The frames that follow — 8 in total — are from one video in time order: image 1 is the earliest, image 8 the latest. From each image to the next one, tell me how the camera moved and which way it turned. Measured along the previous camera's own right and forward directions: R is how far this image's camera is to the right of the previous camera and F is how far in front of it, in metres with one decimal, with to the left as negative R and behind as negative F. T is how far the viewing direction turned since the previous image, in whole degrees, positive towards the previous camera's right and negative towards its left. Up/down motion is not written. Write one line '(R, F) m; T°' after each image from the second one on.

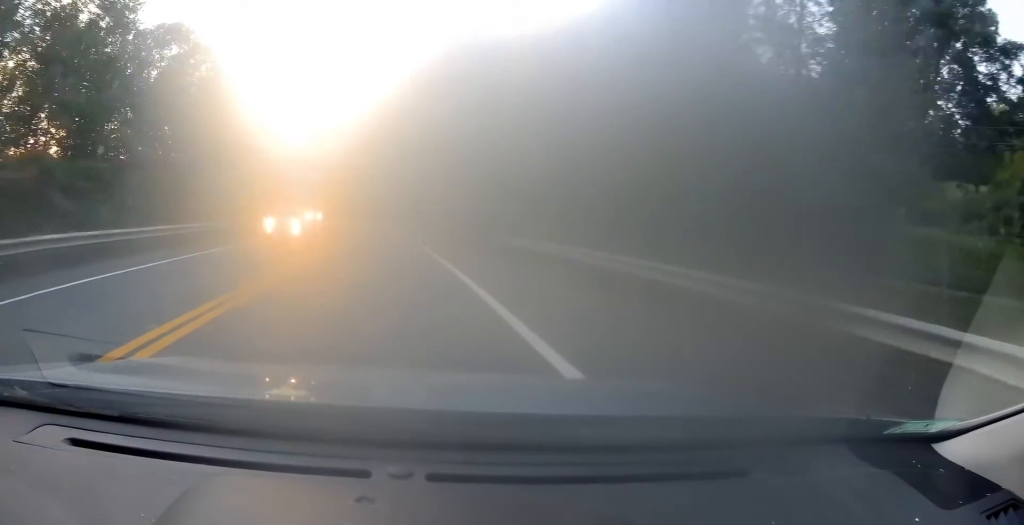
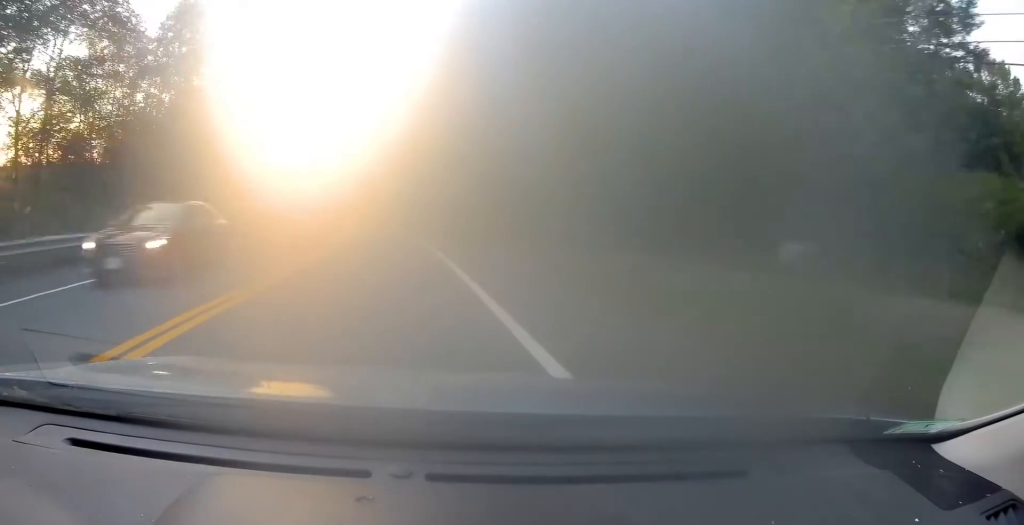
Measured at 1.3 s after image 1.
(-2.1, +36.4) m; -7°
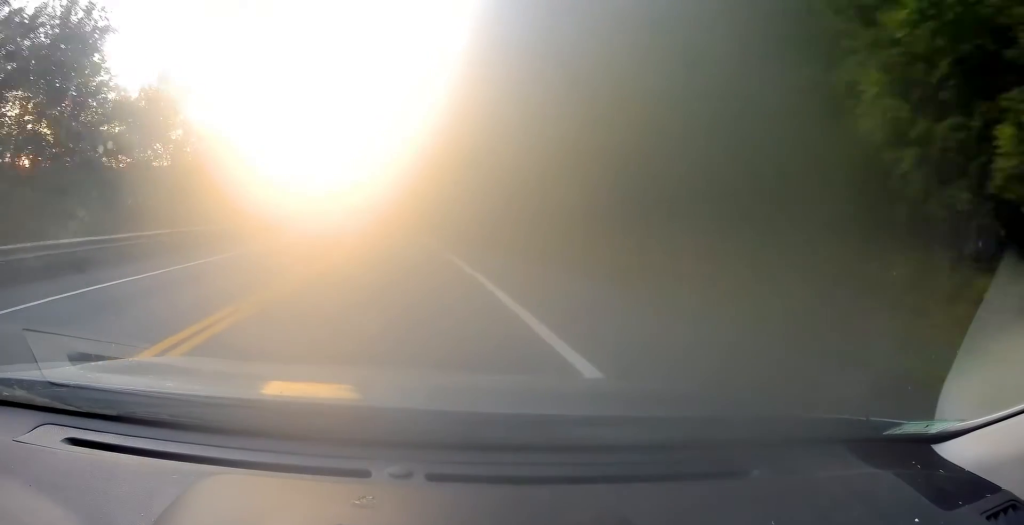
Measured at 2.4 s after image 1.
(-1.4, +28.3) m; -5°
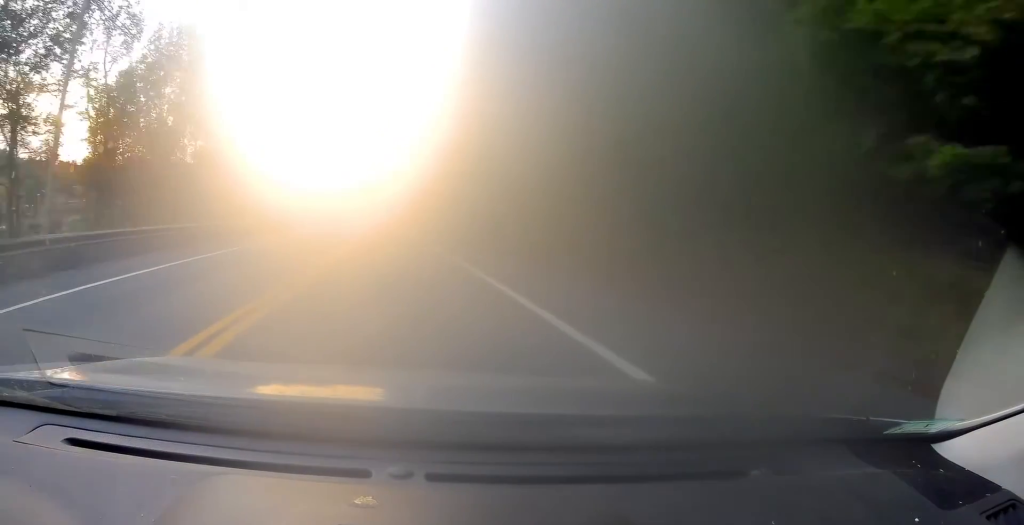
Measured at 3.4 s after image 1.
(-1.3, +28.5) m; -5°
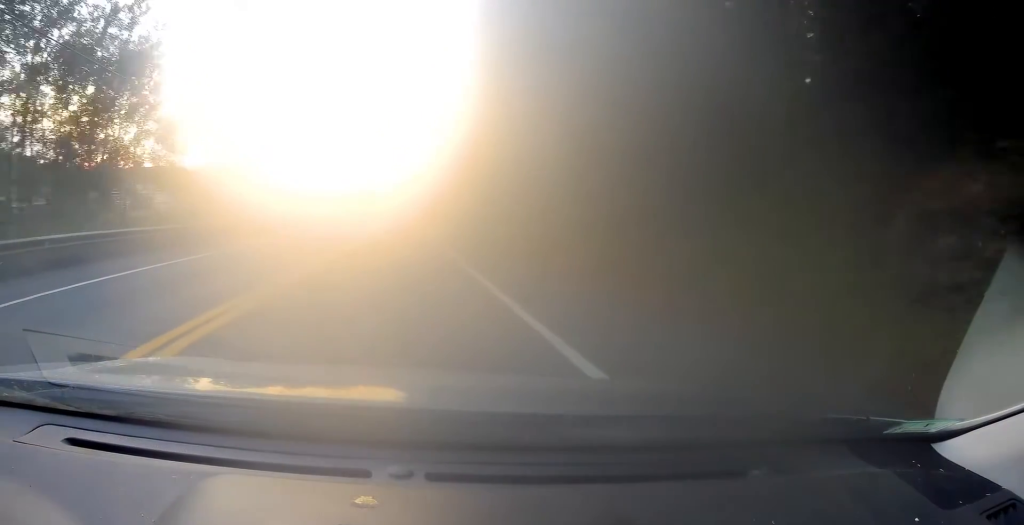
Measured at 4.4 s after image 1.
(-1.1, +27.0) m; -3°
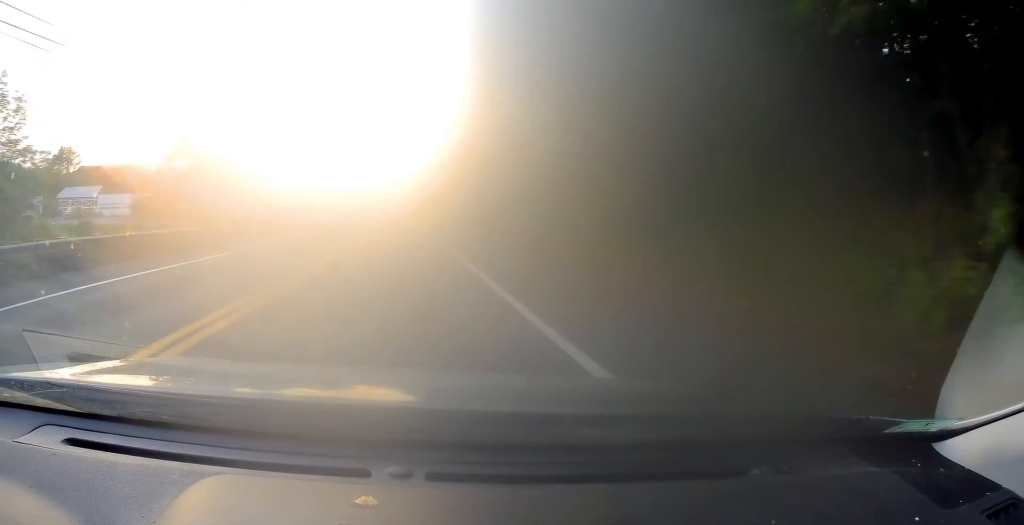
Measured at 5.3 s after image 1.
(-0.5, +25.4) m; -1°
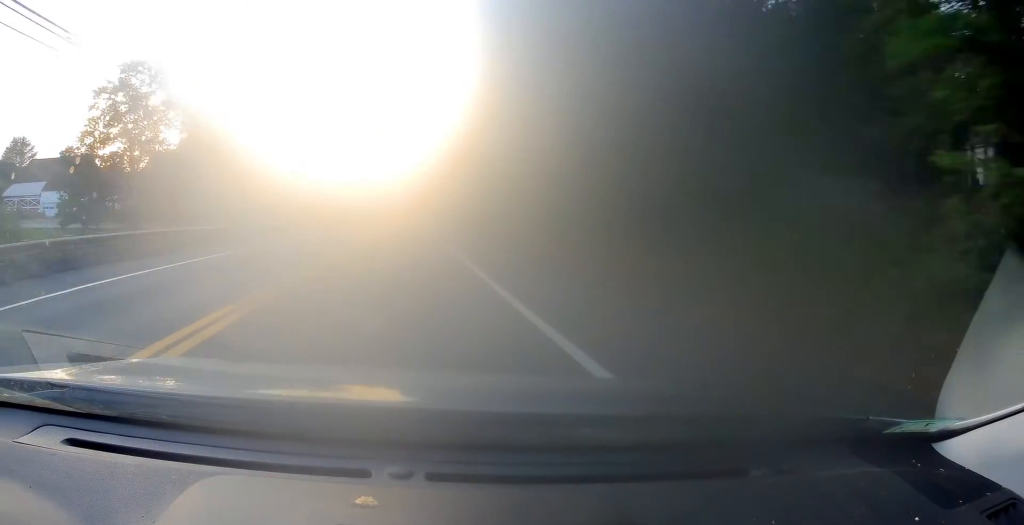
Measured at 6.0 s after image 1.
(0.0, +19.7) m; 0°
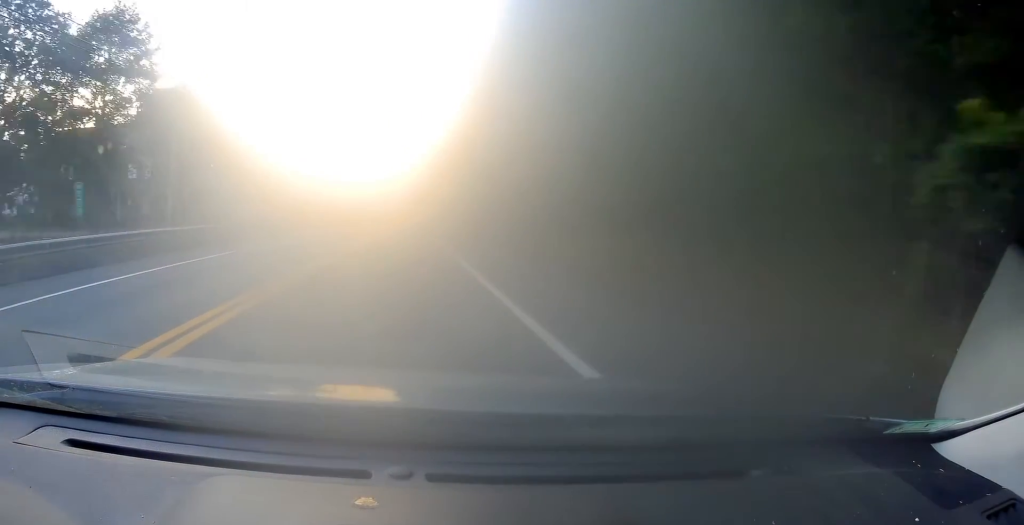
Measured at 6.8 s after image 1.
(+0.1, +23.3) m; +1°
